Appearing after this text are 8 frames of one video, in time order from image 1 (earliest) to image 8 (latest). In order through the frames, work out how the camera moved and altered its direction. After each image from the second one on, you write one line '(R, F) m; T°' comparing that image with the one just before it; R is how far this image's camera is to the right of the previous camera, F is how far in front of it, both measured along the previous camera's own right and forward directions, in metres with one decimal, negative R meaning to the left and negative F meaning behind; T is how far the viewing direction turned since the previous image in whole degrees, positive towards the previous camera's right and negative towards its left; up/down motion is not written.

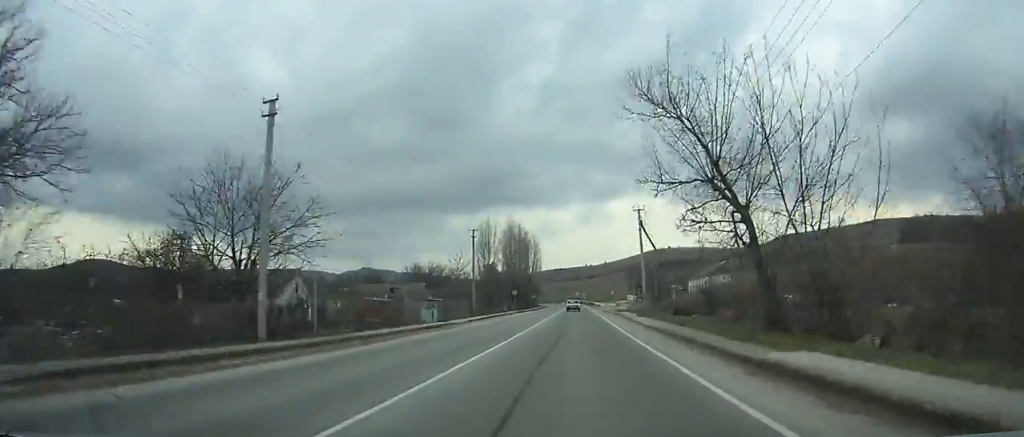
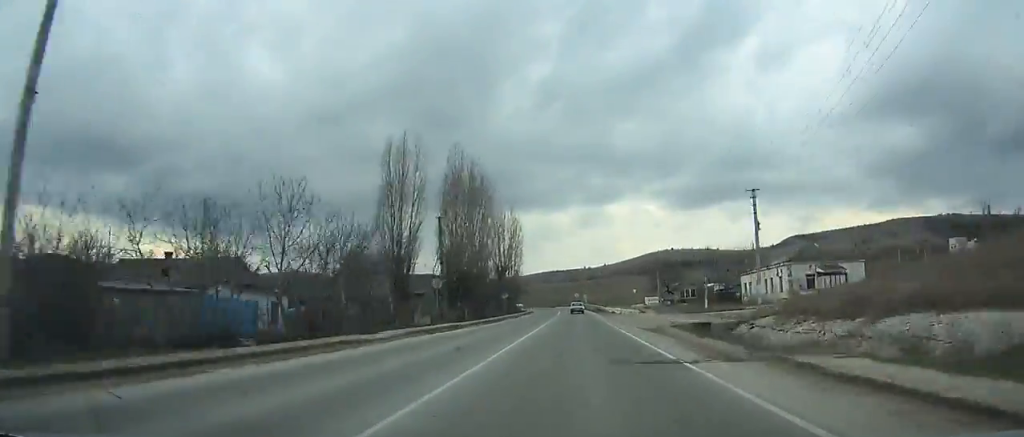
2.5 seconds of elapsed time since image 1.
(+0.1, +47.3) m; -1°
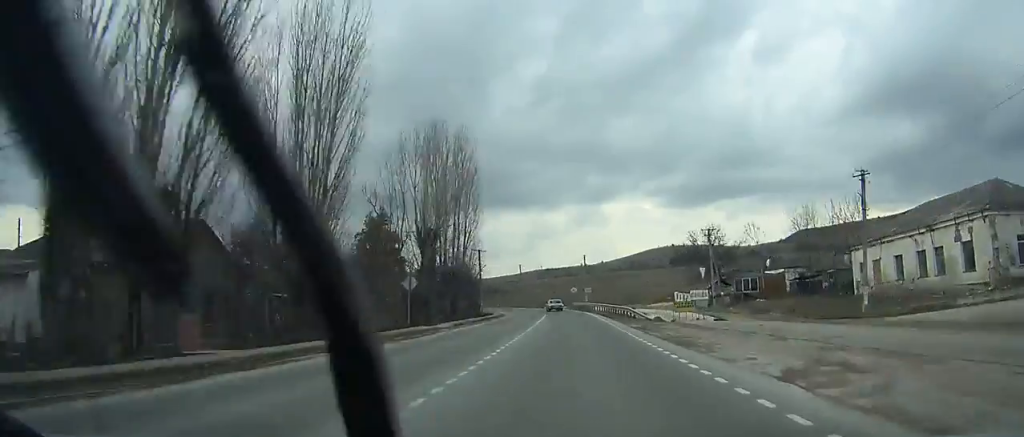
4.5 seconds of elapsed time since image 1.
(+0.7, +39.3) m; -2°
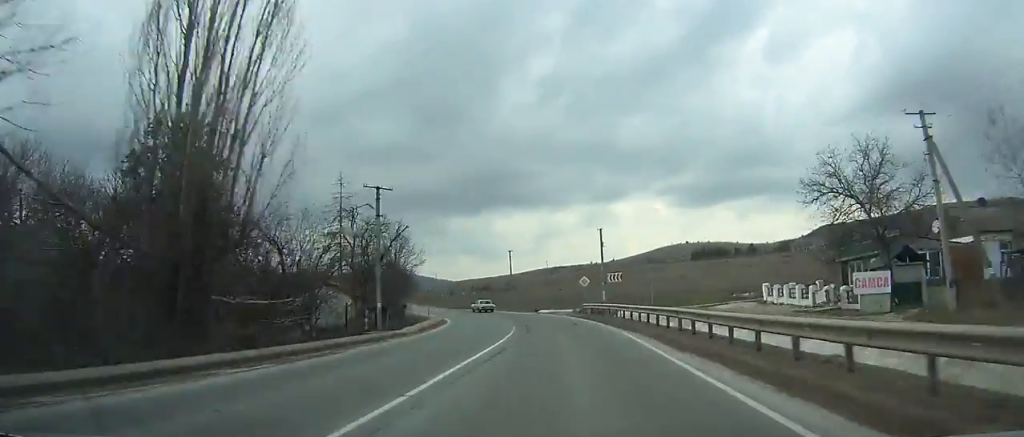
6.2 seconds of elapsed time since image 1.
(-1.4, +35.1) m; -7°
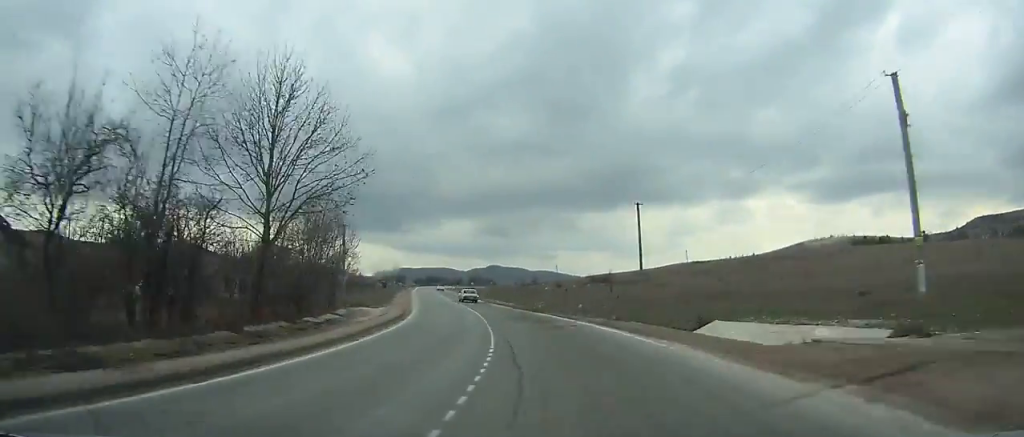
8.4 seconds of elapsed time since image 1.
(-3.1, +45.4) m; -9°
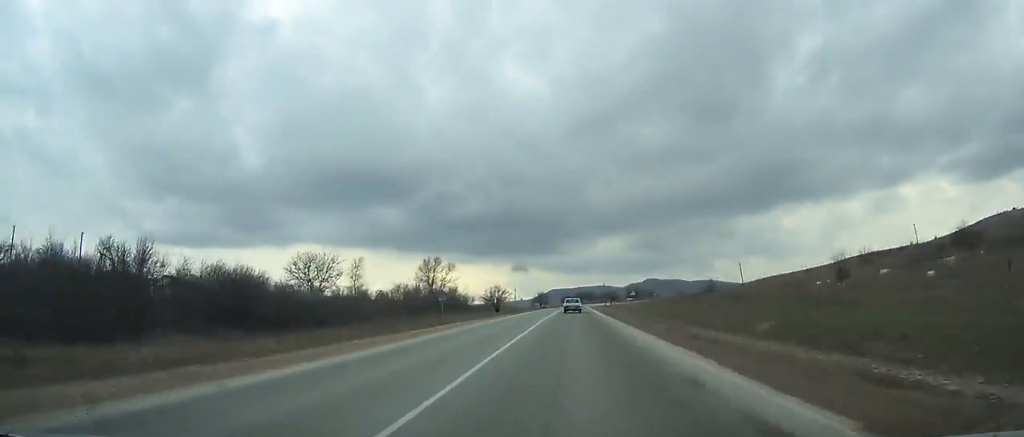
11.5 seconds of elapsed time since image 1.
(-8.0, +66.0) m; -8°
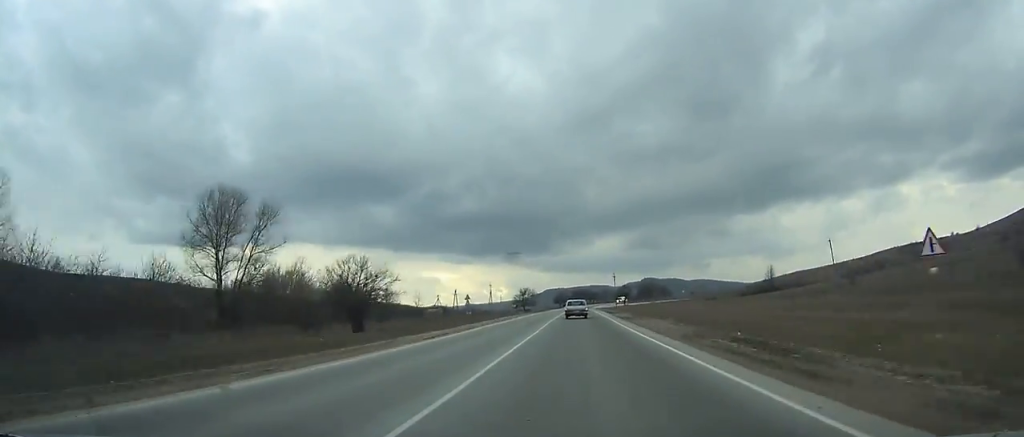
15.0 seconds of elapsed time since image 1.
(-1.8, +75.9) m; -1°
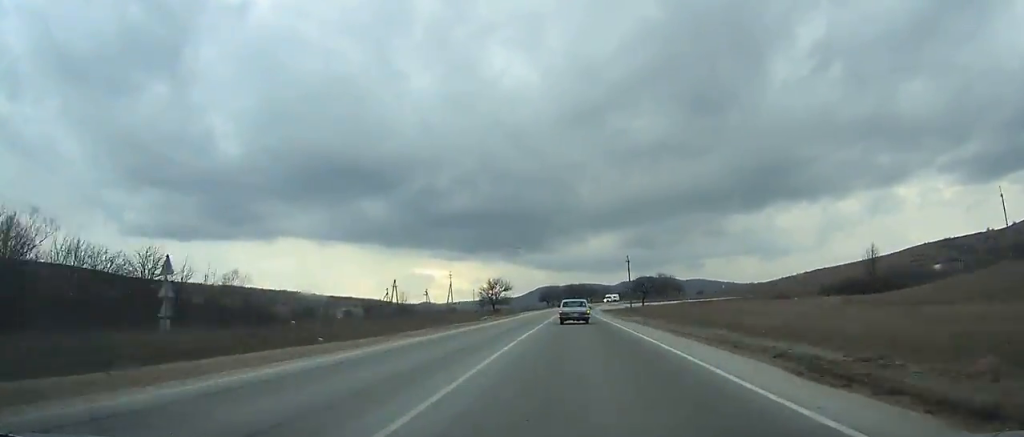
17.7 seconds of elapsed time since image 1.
(+0.4, +57.6) m; +1°
